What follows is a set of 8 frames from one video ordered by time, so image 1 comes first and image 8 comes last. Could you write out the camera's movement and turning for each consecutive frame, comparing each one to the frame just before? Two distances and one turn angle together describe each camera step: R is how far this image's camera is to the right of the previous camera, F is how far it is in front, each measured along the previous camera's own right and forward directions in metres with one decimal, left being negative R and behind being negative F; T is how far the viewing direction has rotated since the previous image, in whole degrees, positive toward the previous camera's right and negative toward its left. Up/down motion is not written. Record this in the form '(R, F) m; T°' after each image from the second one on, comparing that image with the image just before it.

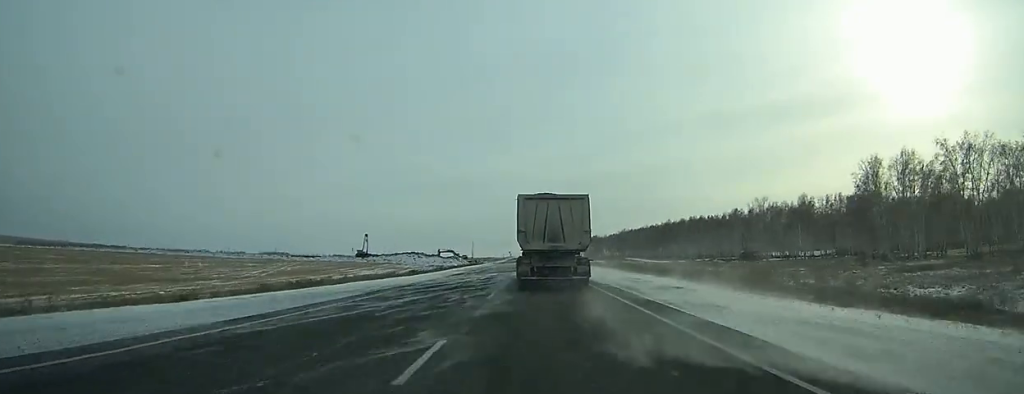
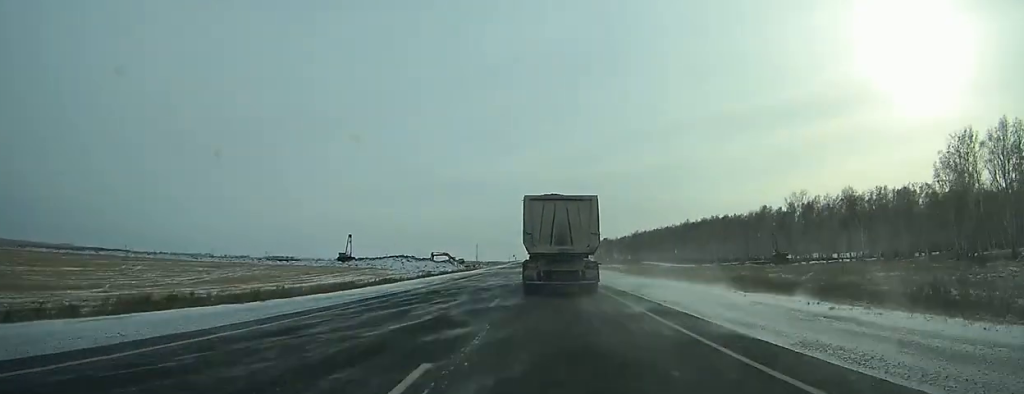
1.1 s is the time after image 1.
(-0.1, +25.5) m; 0°
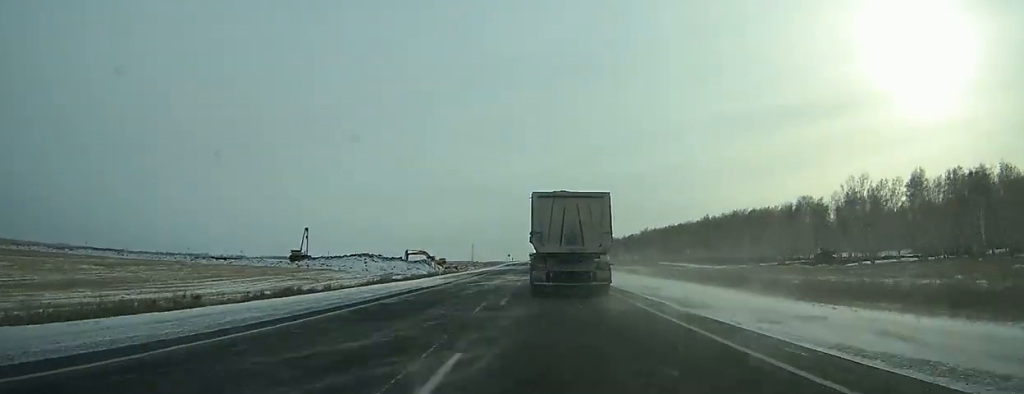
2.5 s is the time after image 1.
(-0.1, +35.8) m; 0°
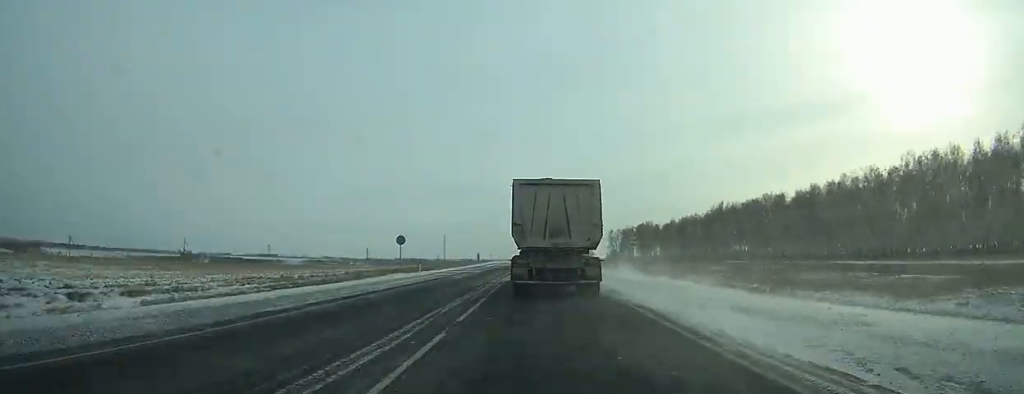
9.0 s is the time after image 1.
(-0.3, +137.1) m; -1°
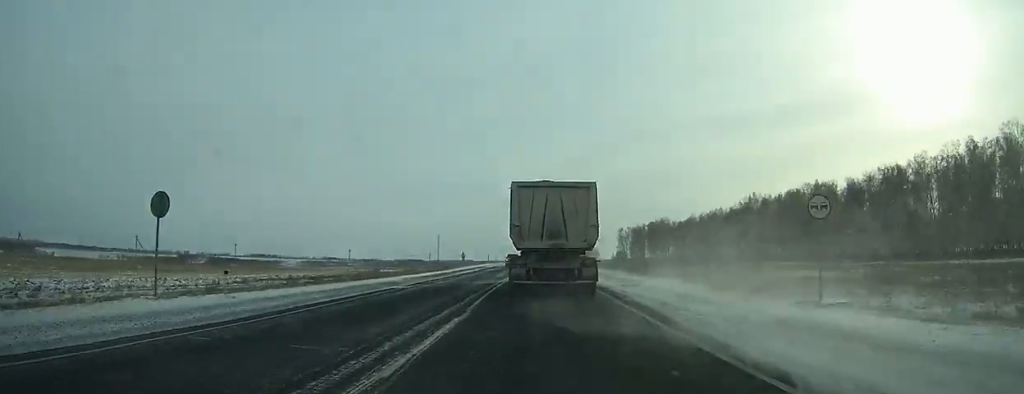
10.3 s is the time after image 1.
(-0.1, +27.5) m; 0°
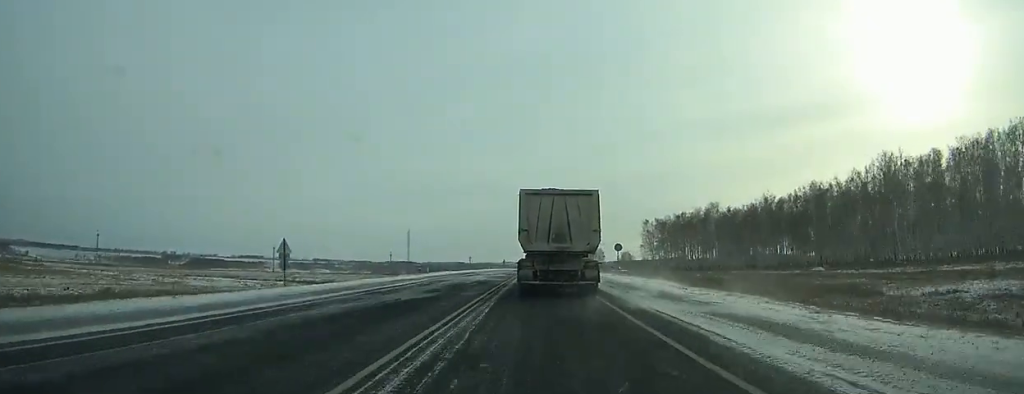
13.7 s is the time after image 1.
(+0.7, +75.6) m; +1°
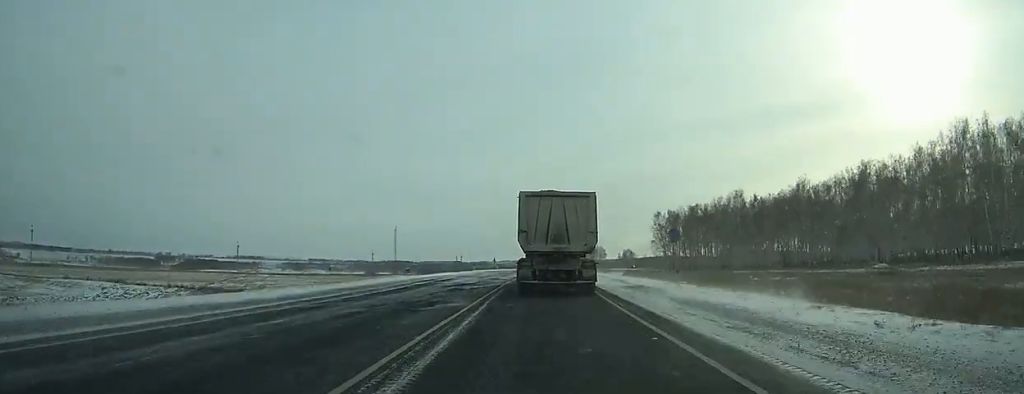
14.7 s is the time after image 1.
(+0.1, +24.8) m; 0°
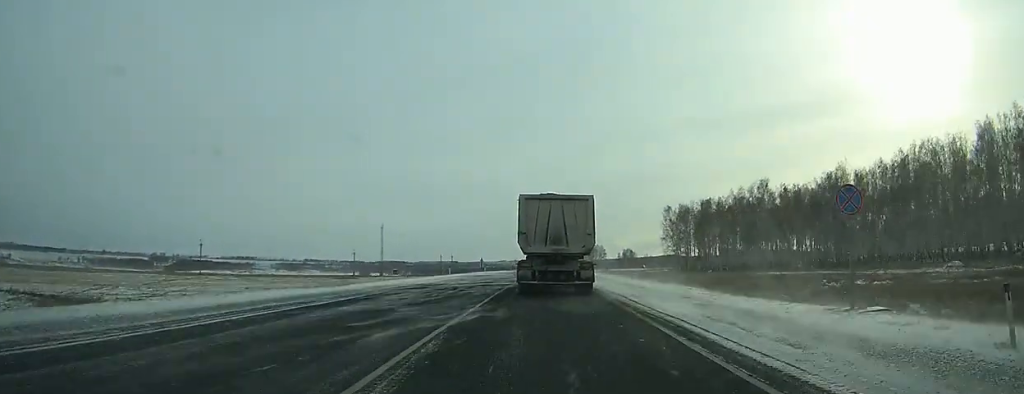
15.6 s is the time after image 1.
(0.0, +19.1) m; 0°
